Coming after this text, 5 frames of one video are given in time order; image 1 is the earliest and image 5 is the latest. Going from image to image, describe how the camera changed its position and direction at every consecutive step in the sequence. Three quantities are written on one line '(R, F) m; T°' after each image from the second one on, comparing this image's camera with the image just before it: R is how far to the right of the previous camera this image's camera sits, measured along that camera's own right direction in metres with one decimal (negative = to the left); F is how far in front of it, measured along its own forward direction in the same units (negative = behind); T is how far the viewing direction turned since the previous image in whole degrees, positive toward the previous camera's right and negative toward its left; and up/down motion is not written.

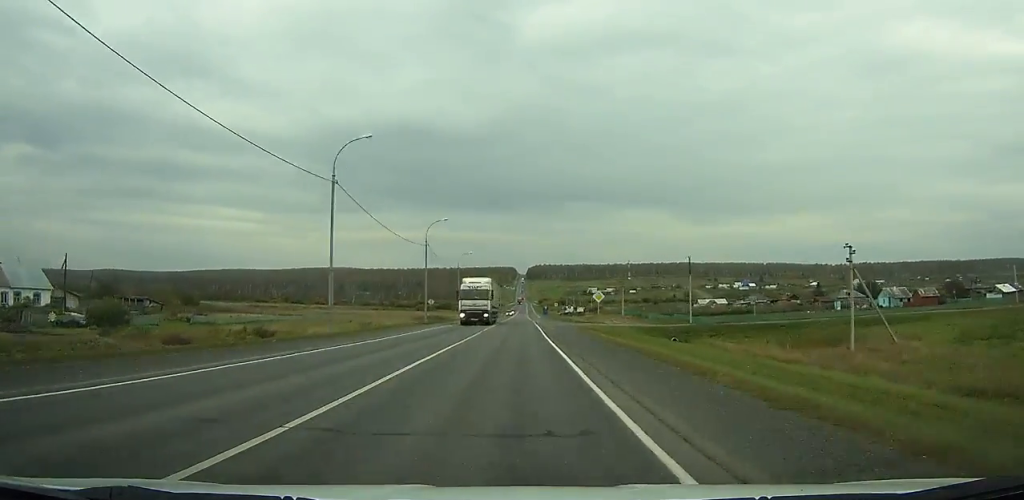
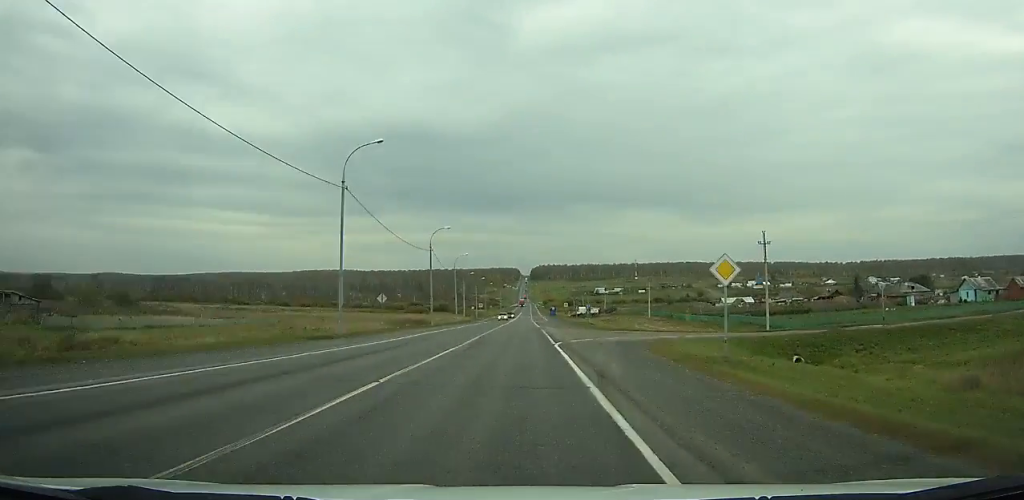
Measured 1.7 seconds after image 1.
(0.0, +30.3) m; 0°
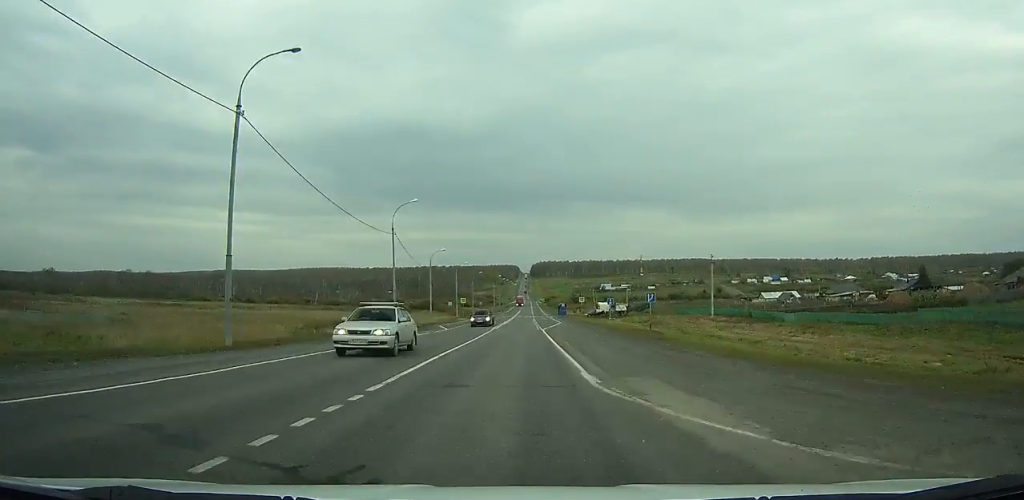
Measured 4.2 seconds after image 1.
(0.0, +44.6) m; 0°
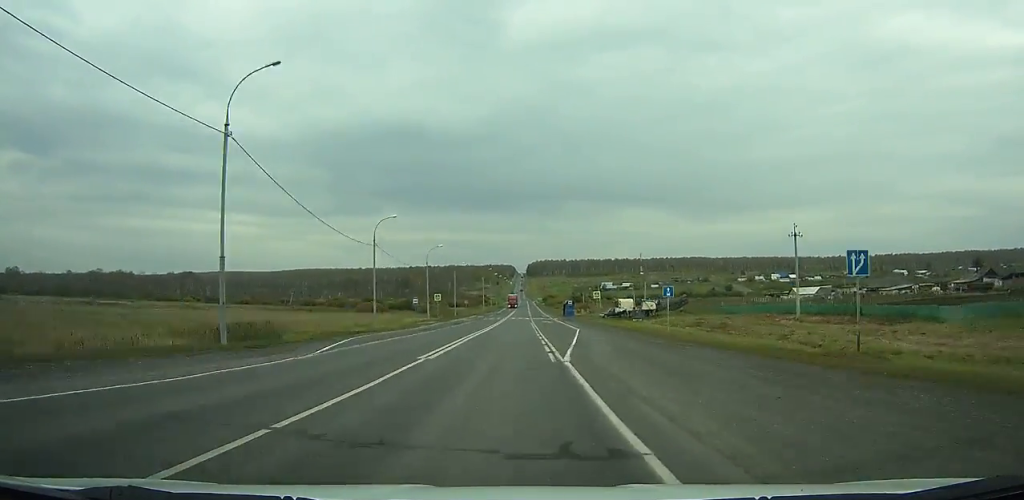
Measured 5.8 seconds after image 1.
(0.0, +28.6) m; 0°
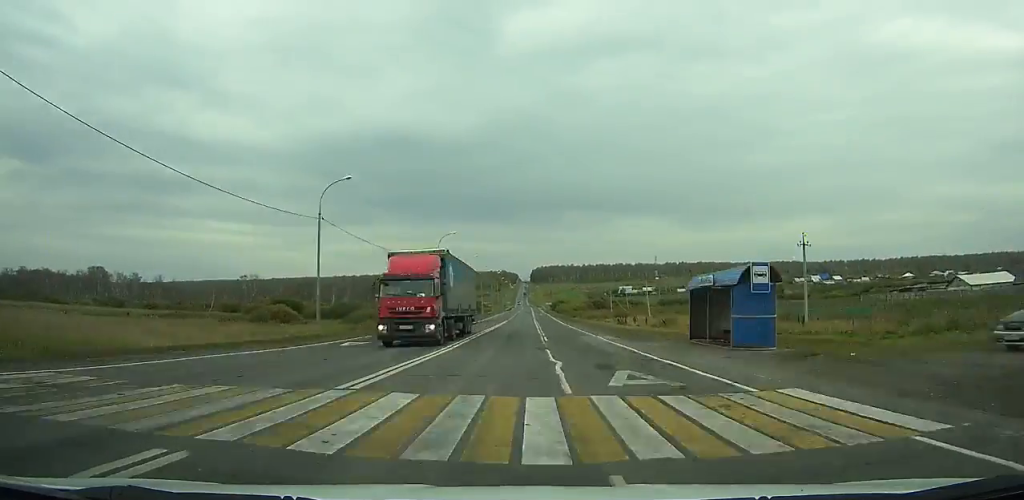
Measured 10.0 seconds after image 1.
(0.0, +75.8) m; 0°
